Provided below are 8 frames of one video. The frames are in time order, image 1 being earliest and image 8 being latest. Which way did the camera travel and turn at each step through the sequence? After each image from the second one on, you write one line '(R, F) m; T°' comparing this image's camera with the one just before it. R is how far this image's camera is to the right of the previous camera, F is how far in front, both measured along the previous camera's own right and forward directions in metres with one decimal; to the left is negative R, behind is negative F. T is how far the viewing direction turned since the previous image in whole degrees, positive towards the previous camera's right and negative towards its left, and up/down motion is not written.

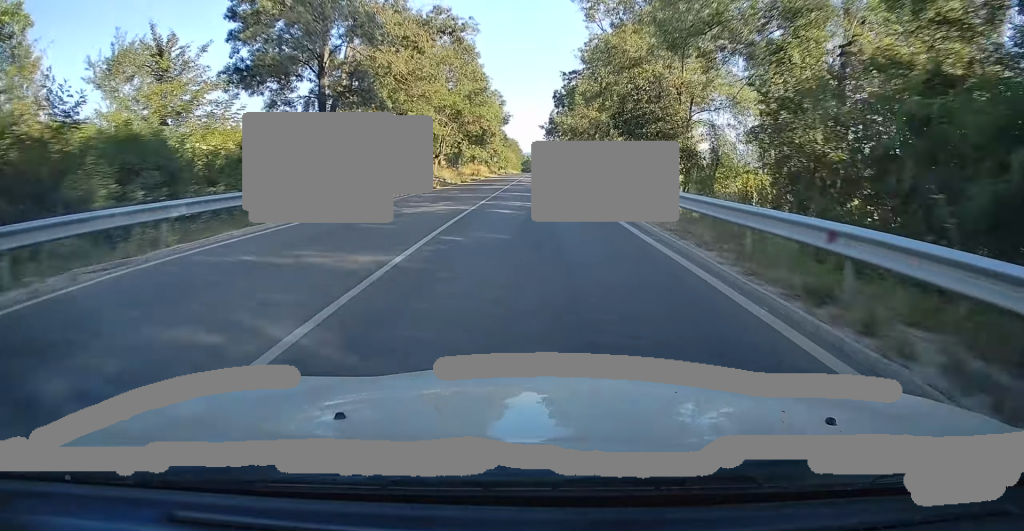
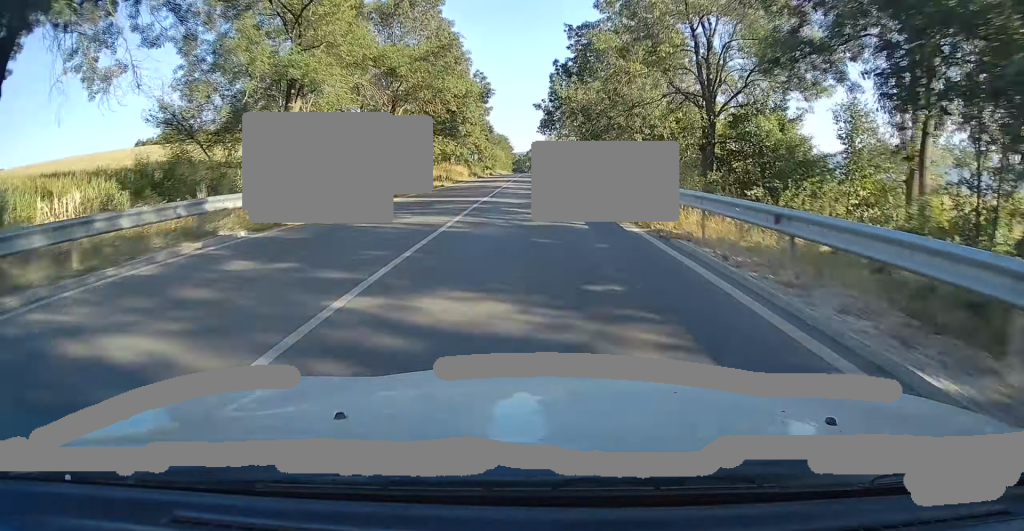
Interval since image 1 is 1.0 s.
(+0.1, +22.8) m; +1°
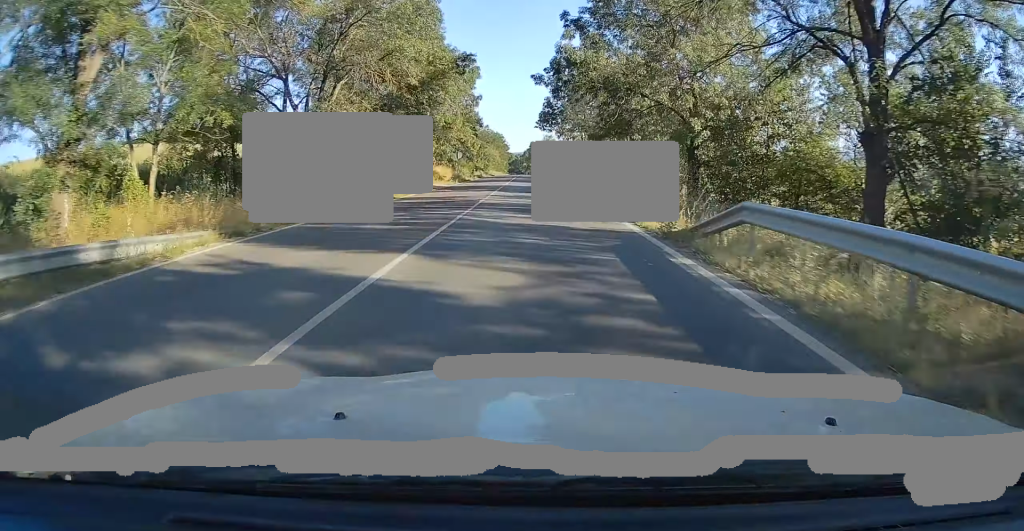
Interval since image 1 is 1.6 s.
(+0.3, +14.8) m; 0°
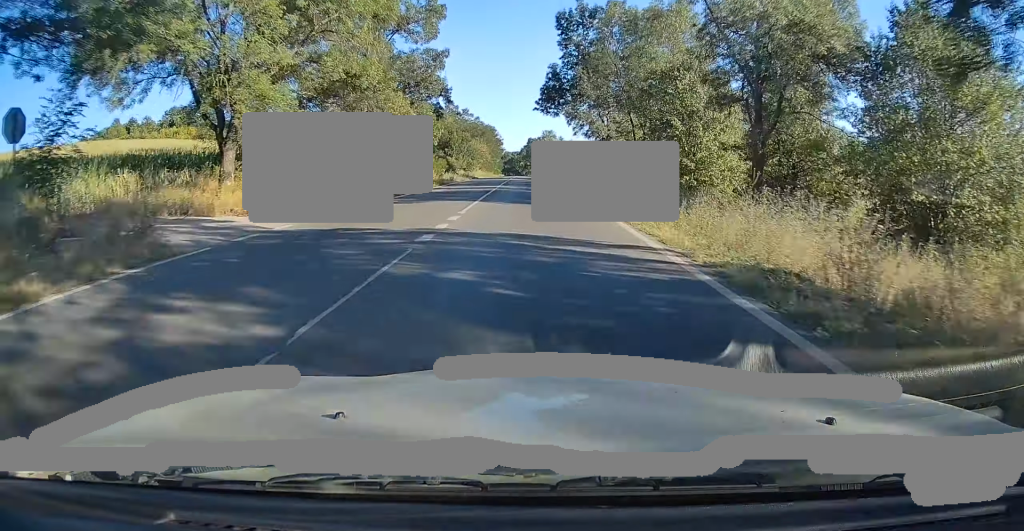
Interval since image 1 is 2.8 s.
(-0.1, +27.9) m; 0°
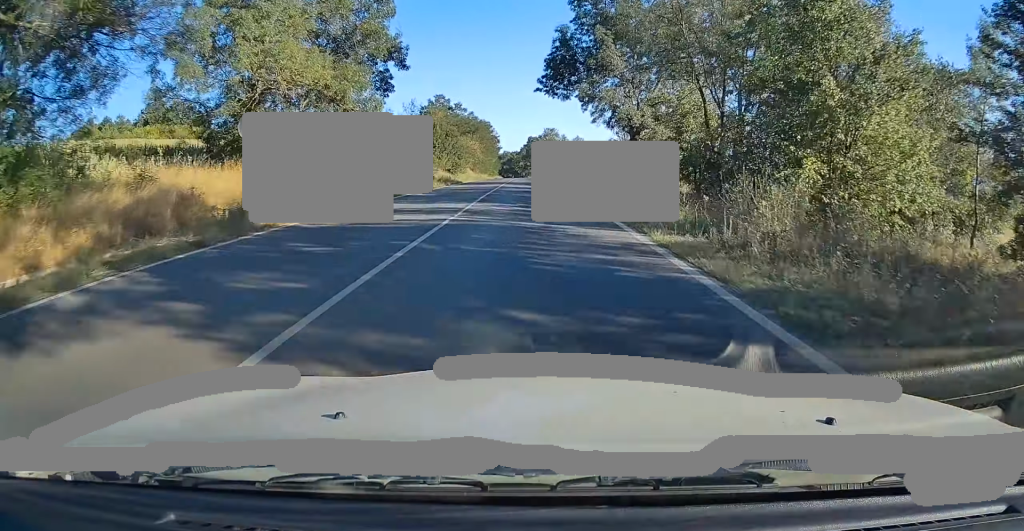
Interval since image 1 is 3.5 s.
(0.0, +17.2) m; 0°
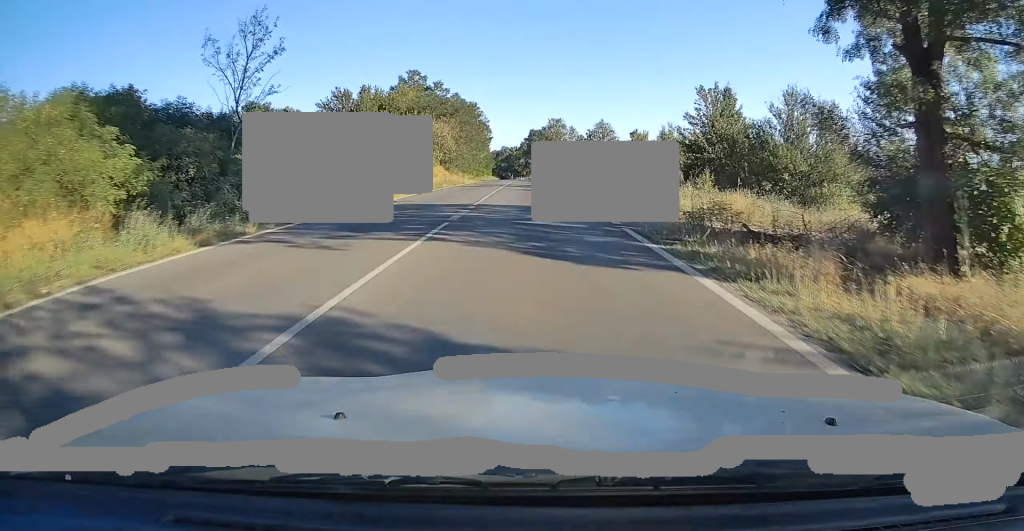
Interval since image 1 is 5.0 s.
(+0.1, +33.7) m; +1°
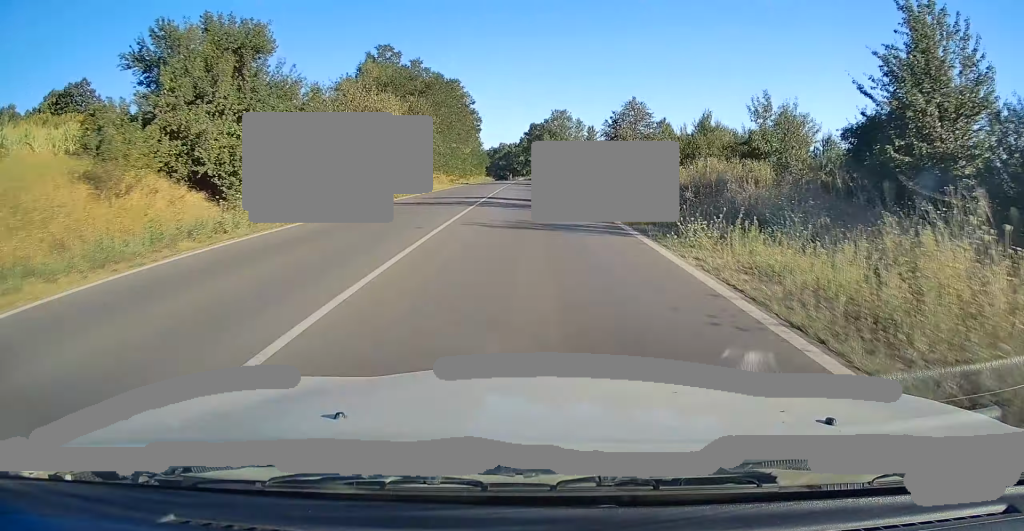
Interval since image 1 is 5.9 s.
(+0.3, +22.0) m; 0°
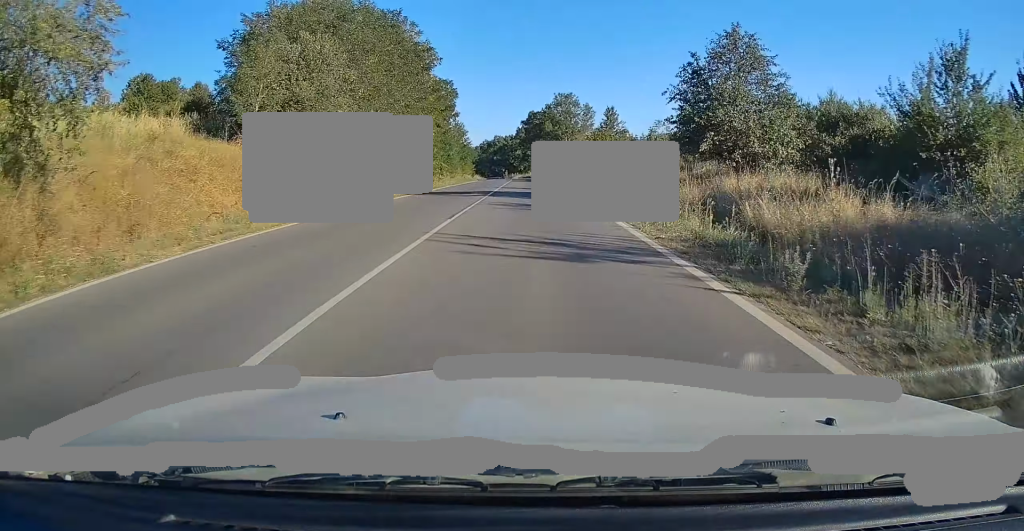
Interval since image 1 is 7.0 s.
(-0.3, +26.0) m; 0°
